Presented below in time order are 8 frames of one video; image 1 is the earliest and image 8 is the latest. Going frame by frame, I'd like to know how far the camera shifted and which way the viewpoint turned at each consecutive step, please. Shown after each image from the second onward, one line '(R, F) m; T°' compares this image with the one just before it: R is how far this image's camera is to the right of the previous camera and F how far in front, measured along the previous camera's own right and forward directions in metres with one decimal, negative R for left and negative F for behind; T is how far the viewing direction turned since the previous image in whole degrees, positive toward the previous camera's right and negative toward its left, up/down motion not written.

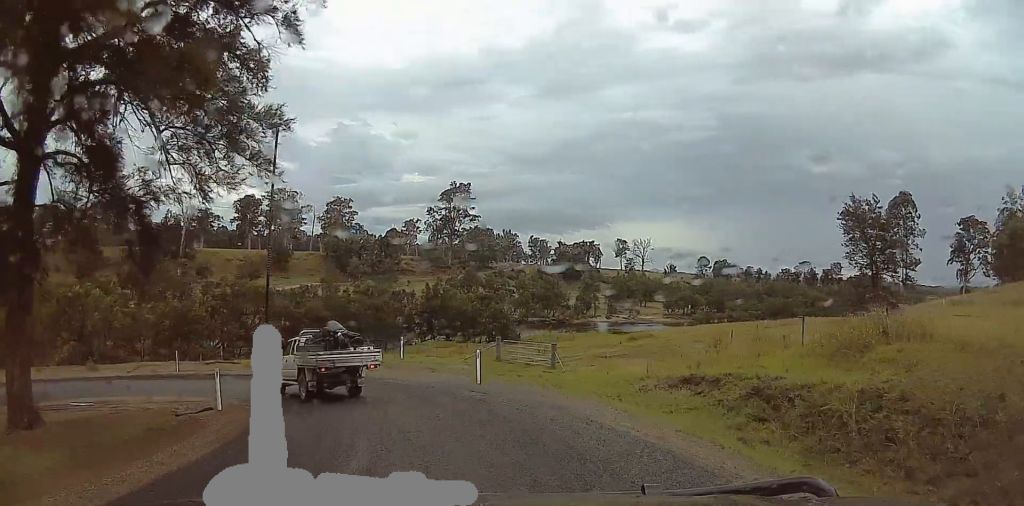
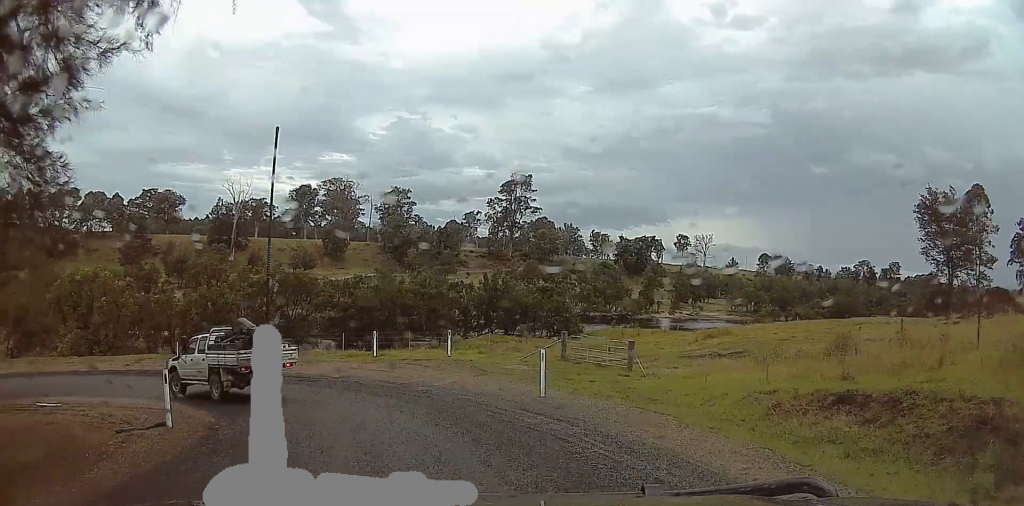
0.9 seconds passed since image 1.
(-0.6, +6.9) m; -9°
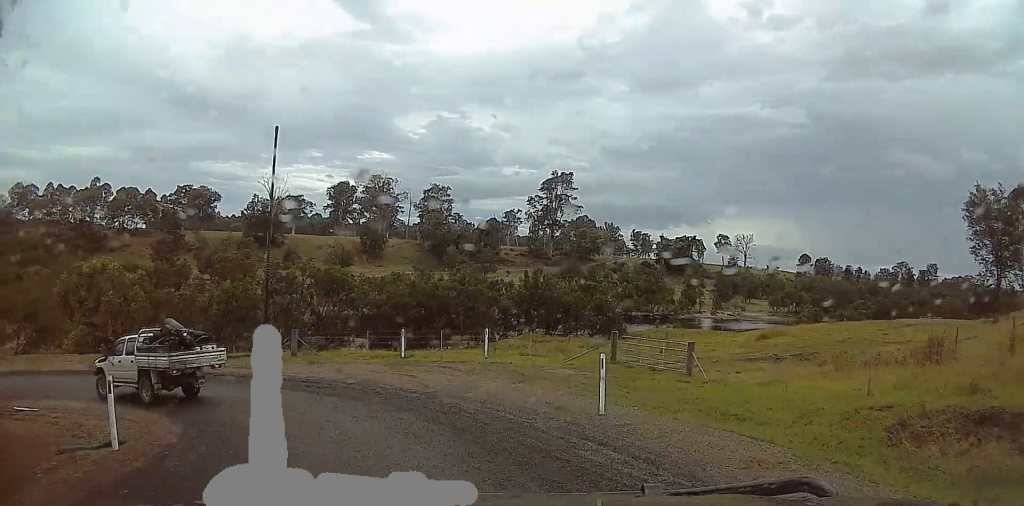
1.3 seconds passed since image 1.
(-0.4, +3.8) m; -5°
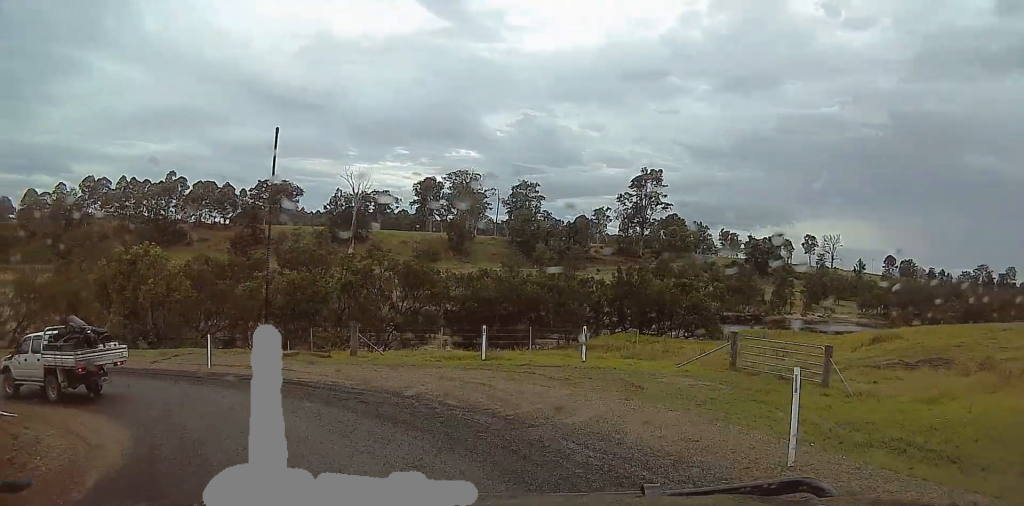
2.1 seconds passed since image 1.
(0.0, +6.2) m; +2°
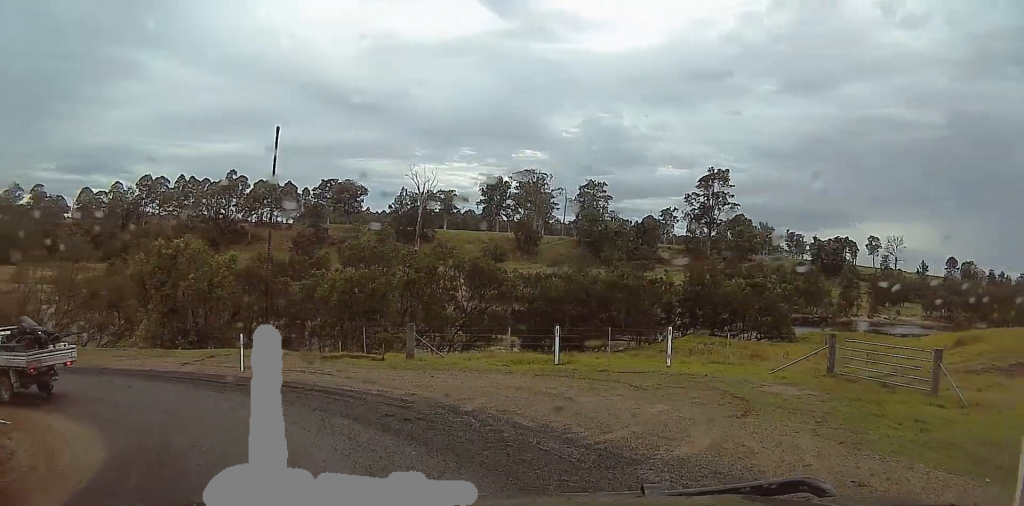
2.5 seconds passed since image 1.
(-0.1, +3.4) m; -1°
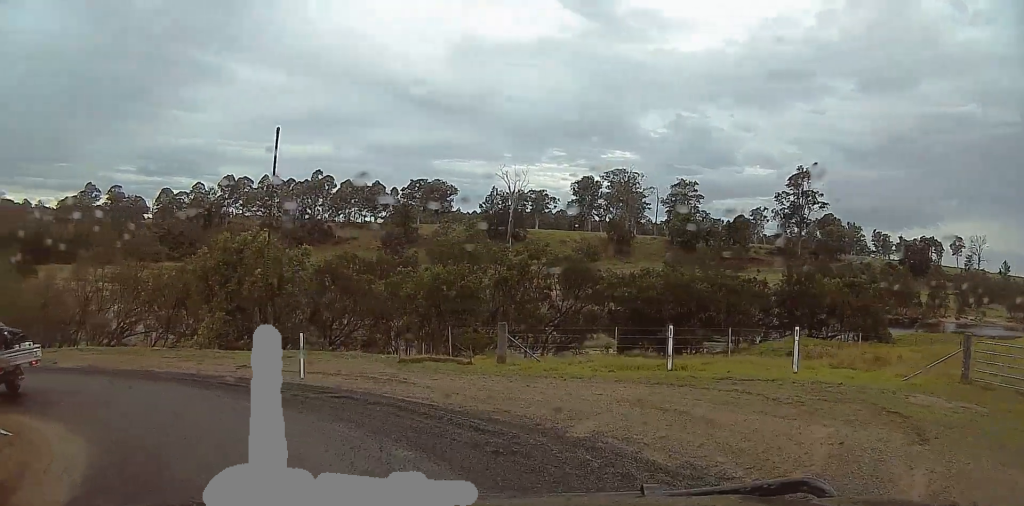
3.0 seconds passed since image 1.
(+0.5, +4.1) m; -14°
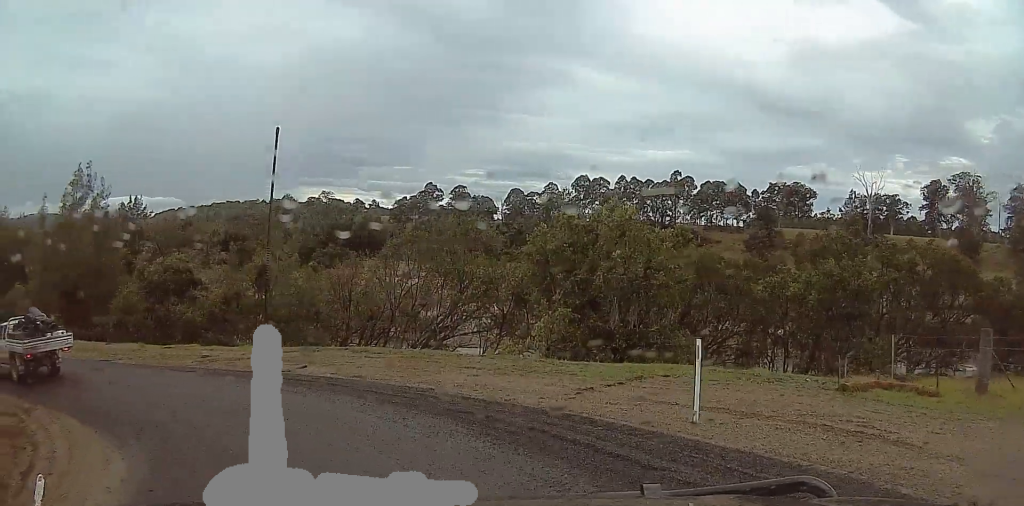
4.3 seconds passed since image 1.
(-3.4, +5.4) m; -64°
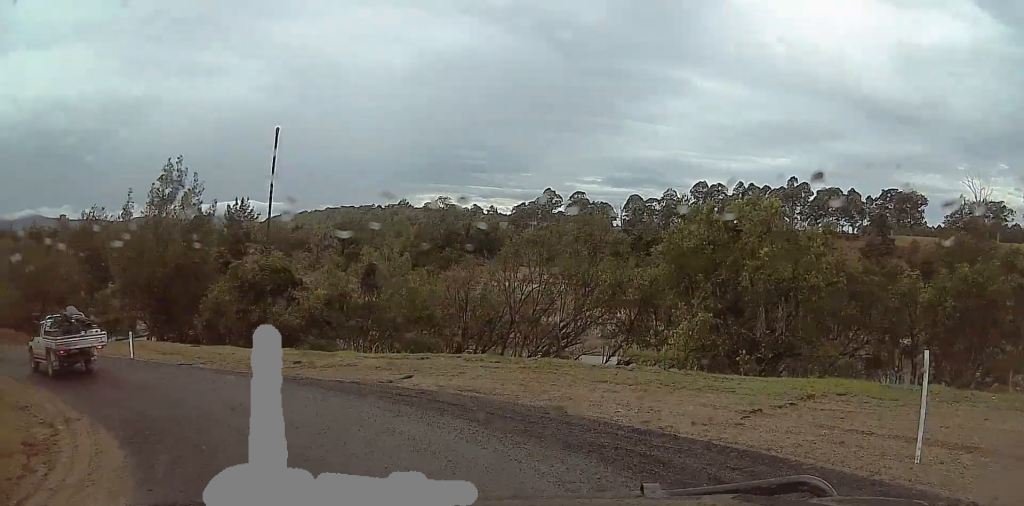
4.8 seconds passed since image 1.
(-0.3, +3.0) m; -6°
